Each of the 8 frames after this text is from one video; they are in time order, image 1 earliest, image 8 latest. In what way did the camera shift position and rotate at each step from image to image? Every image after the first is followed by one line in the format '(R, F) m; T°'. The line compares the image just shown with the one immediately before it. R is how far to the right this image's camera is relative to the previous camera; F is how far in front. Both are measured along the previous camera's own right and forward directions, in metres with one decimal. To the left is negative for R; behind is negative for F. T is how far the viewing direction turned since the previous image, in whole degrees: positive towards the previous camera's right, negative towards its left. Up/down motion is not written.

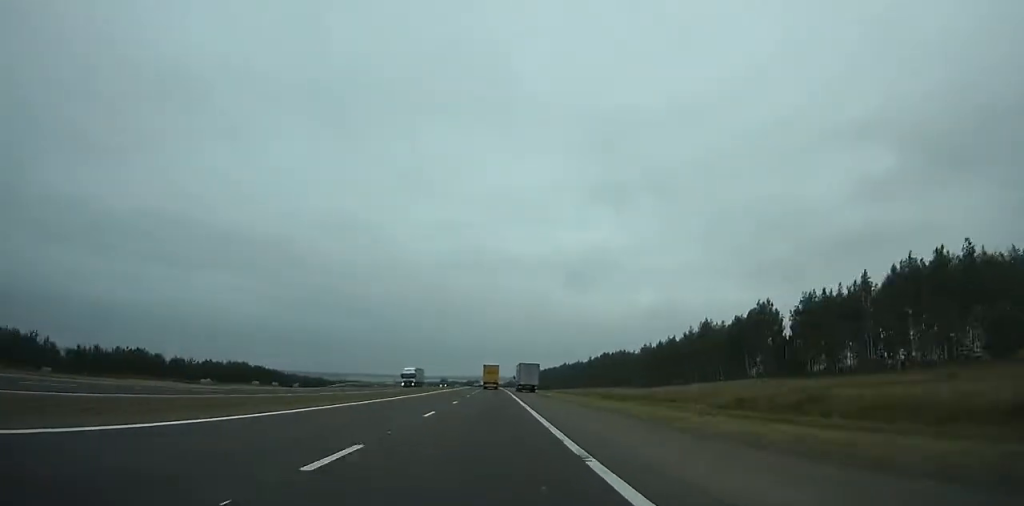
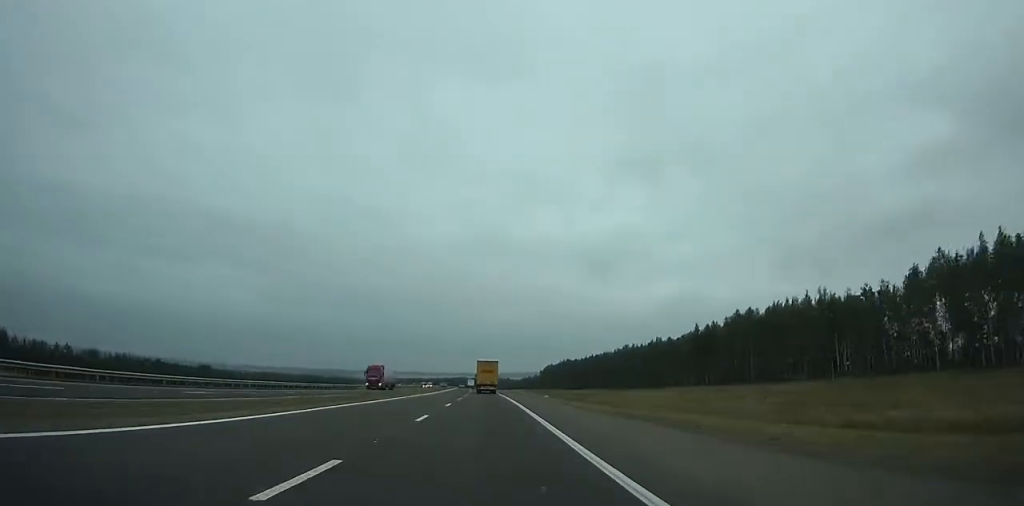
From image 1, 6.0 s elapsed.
(-1.4, +156.5) m; -2°
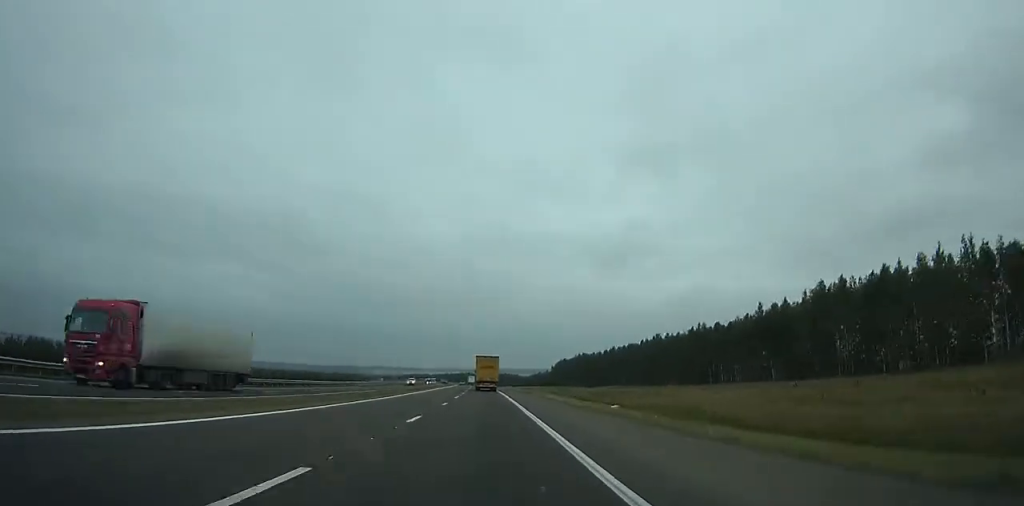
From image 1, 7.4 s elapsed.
(-0.2, +37.0) m; -1°
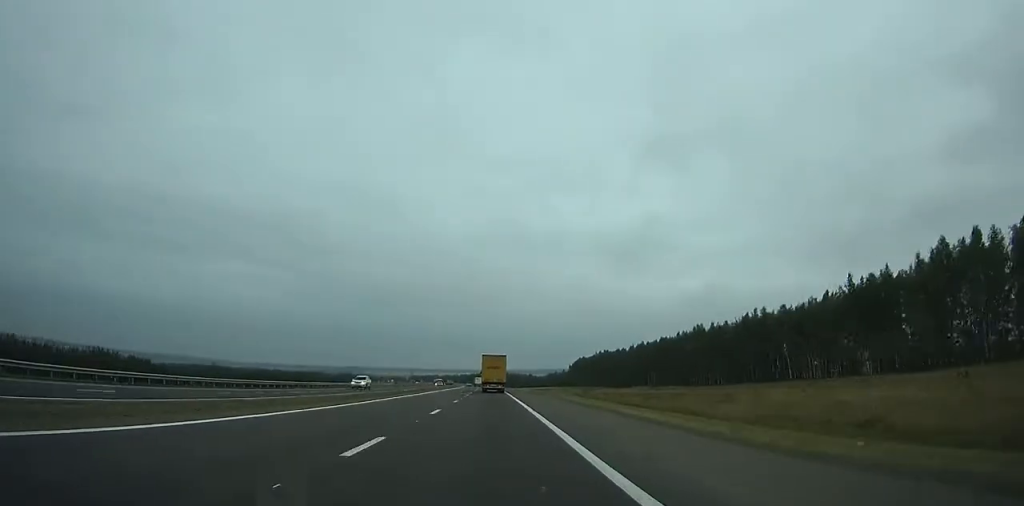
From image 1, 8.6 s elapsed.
(+0.1, +31.8) m; -1°
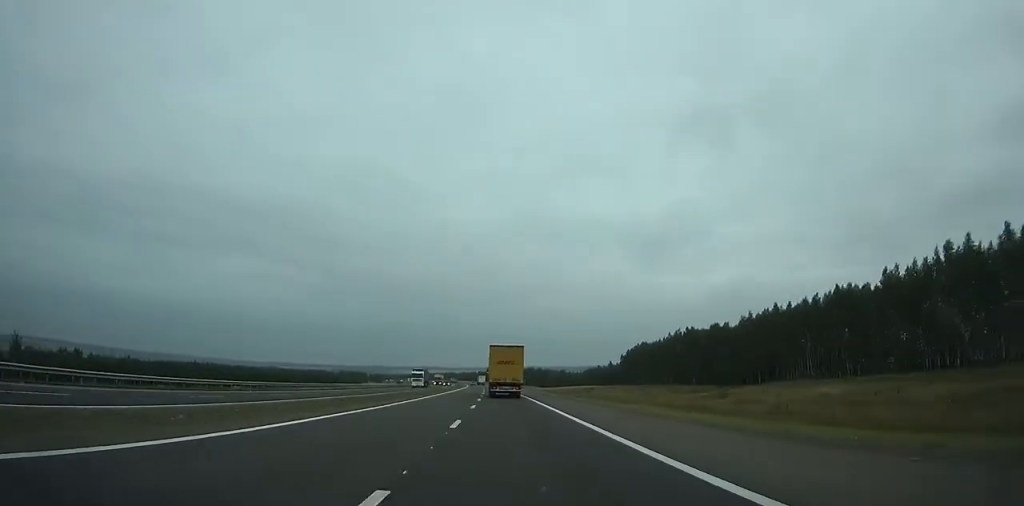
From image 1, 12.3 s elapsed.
(-1.9, +100.1) m; -2°
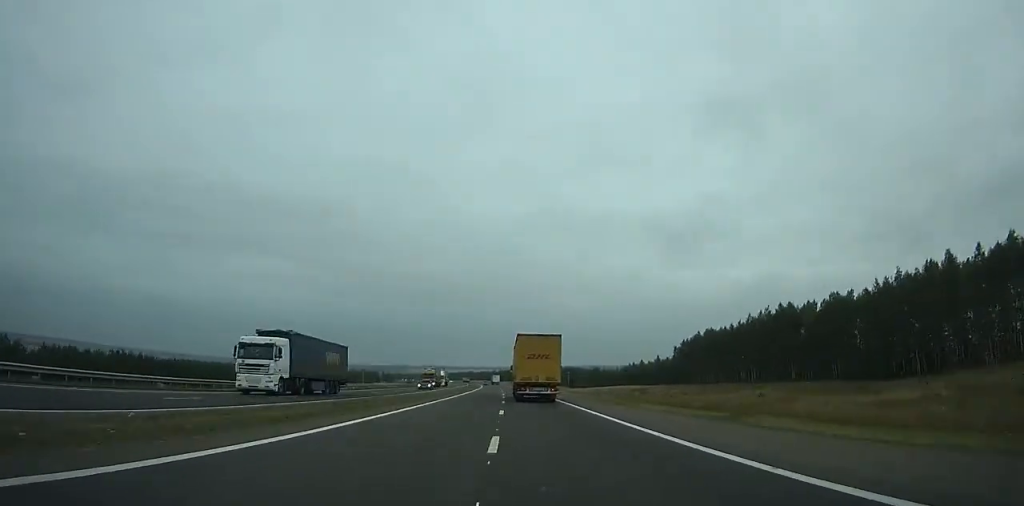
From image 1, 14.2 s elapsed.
(-0.9, +53.3) m; -1°
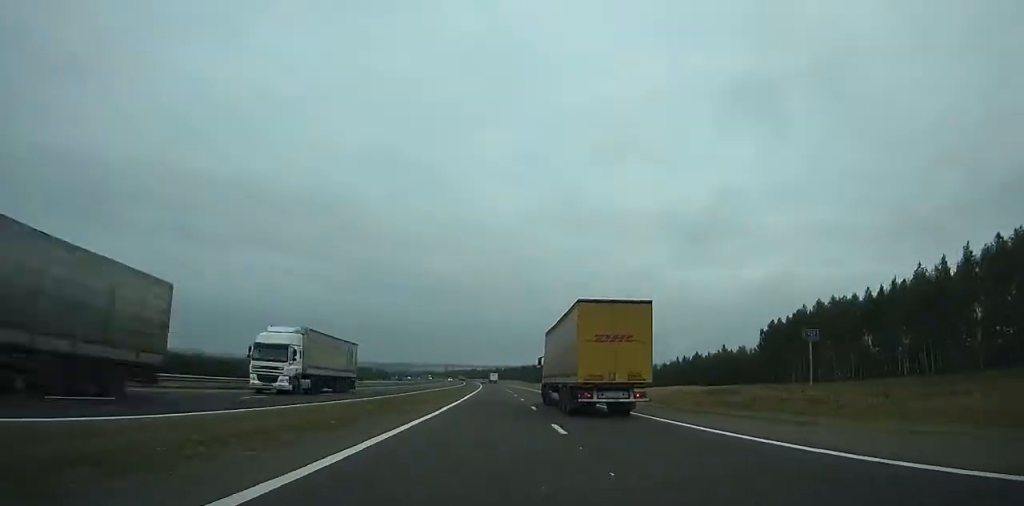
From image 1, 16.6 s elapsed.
(-0.8, +68.5) m; -1°
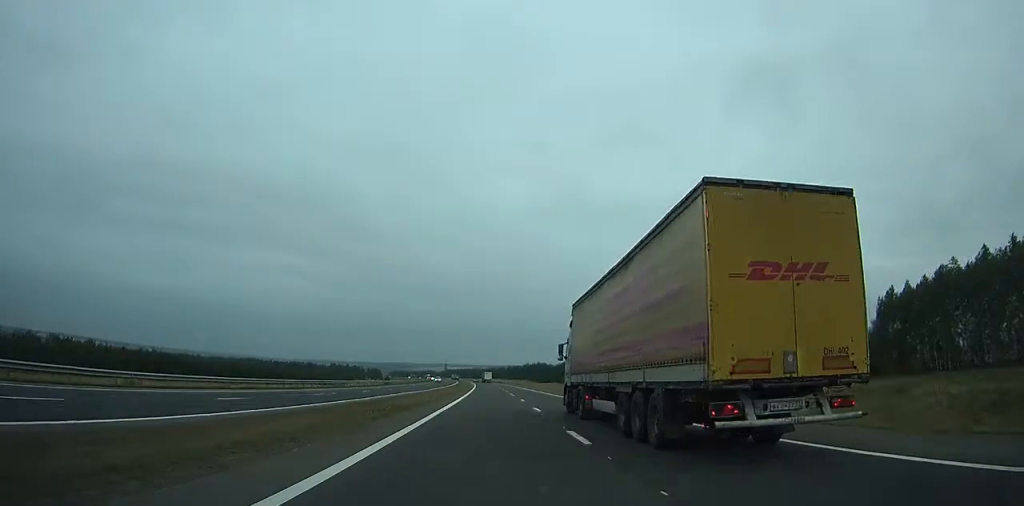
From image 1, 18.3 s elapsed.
(-0.2, +49.4) m; -1°
